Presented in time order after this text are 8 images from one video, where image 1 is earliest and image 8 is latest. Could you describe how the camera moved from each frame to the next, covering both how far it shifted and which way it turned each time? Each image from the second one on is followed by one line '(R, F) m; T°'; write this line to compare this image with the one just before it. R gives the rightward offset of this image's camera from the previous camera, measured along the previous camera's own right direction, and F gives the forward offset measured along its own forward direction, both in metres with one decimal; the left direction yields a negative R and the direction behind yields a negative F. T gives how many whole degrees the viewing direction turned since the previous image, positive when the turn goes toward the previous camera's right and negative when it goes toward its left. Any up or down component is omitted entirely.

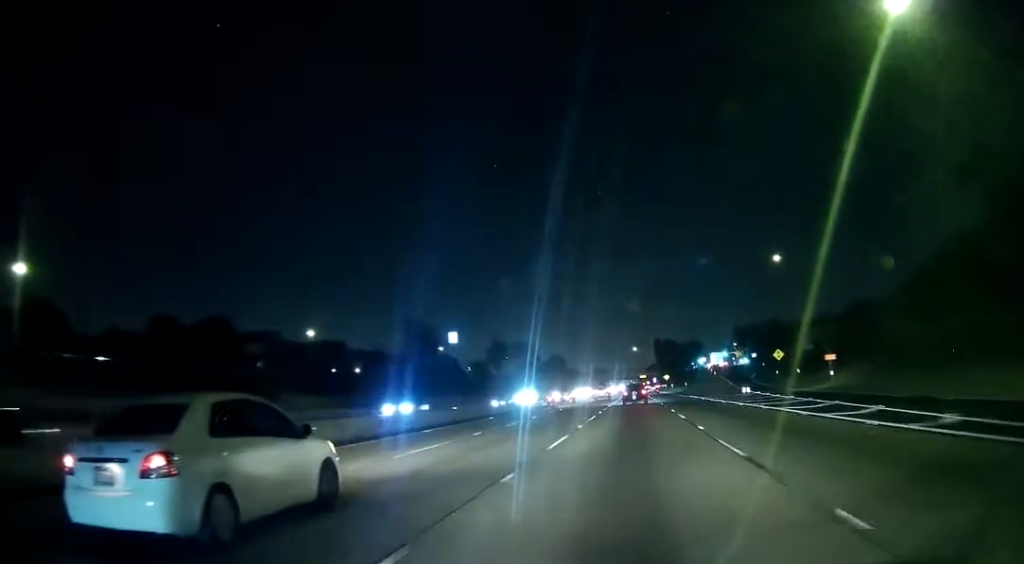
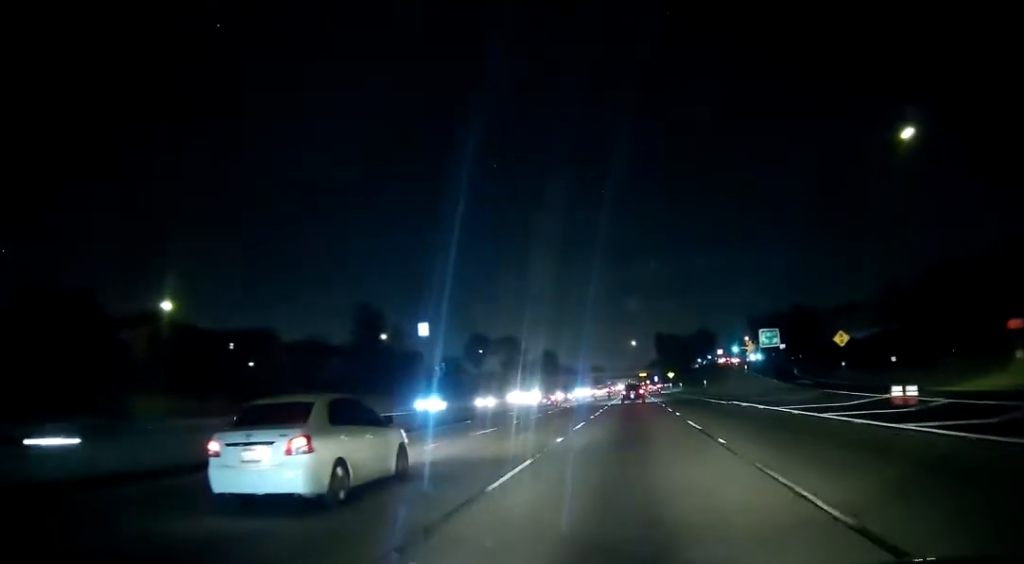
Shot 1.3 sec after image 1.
(+0.5, +35.9) m; +1°
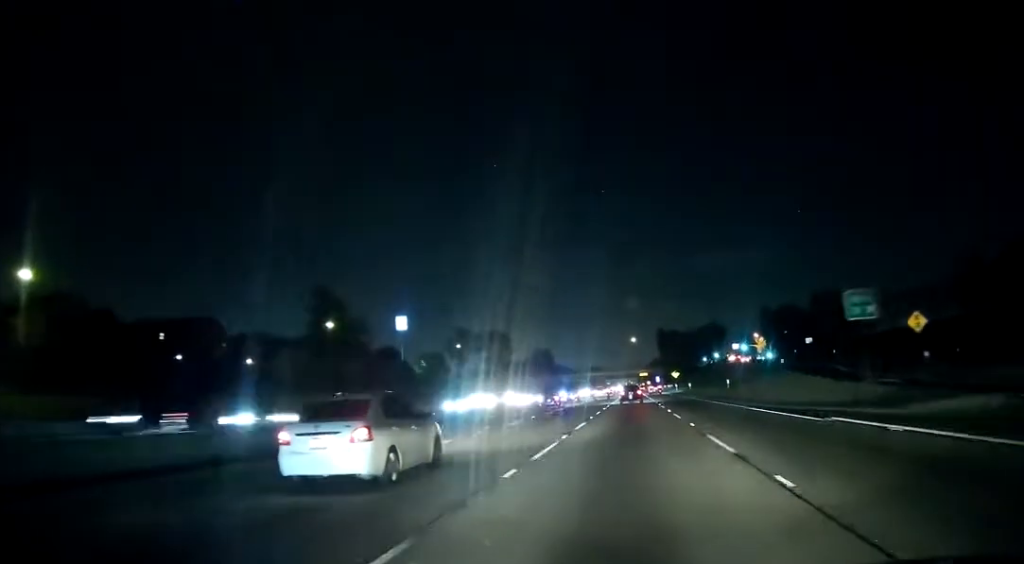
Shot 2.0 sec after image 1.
(+0.2, +21.7) m; 0°
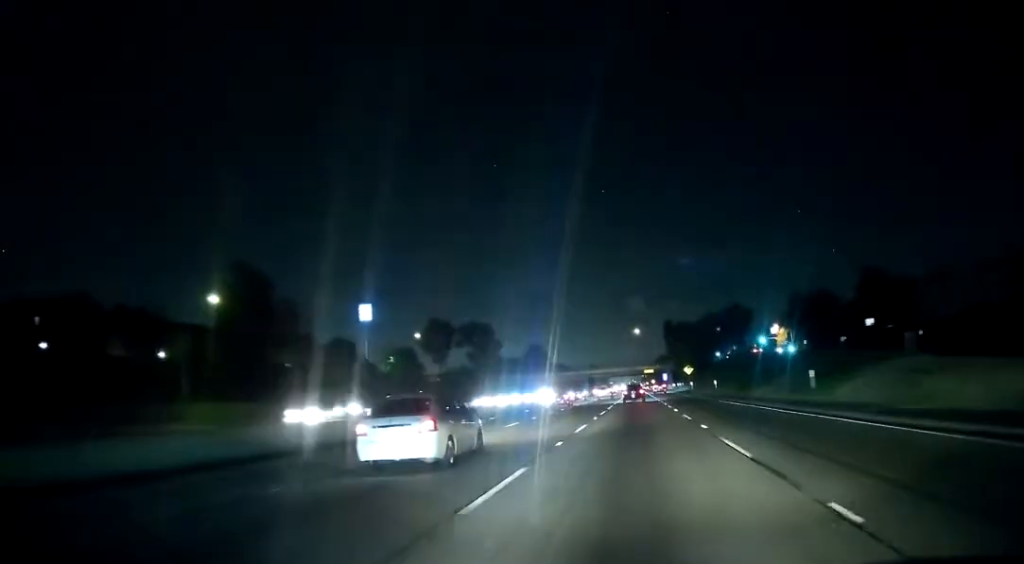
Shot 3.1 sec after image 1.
(-0.6, +31.2) m; -1°
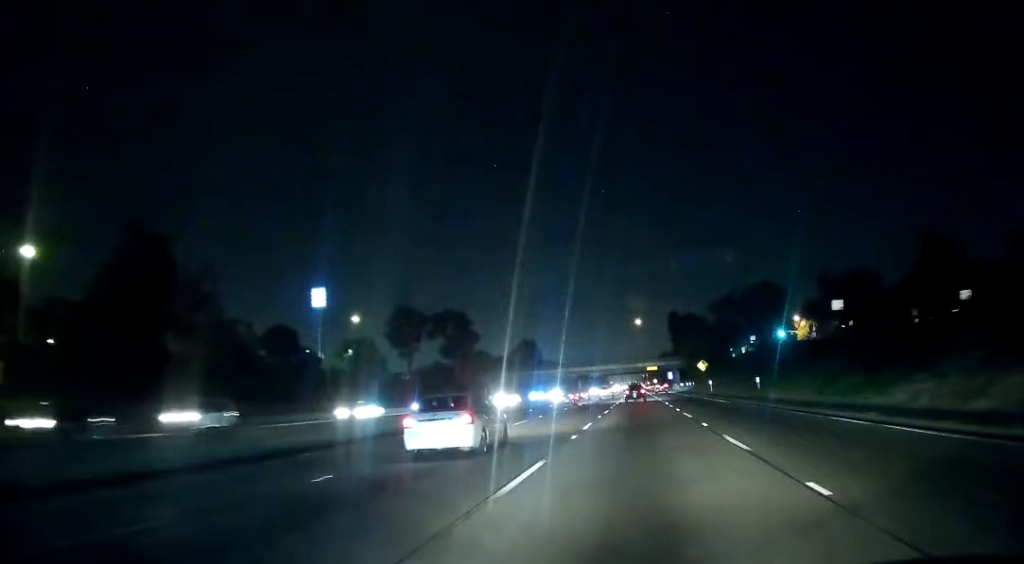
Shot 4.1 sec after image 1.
(0.0, +28.4) m; 0°
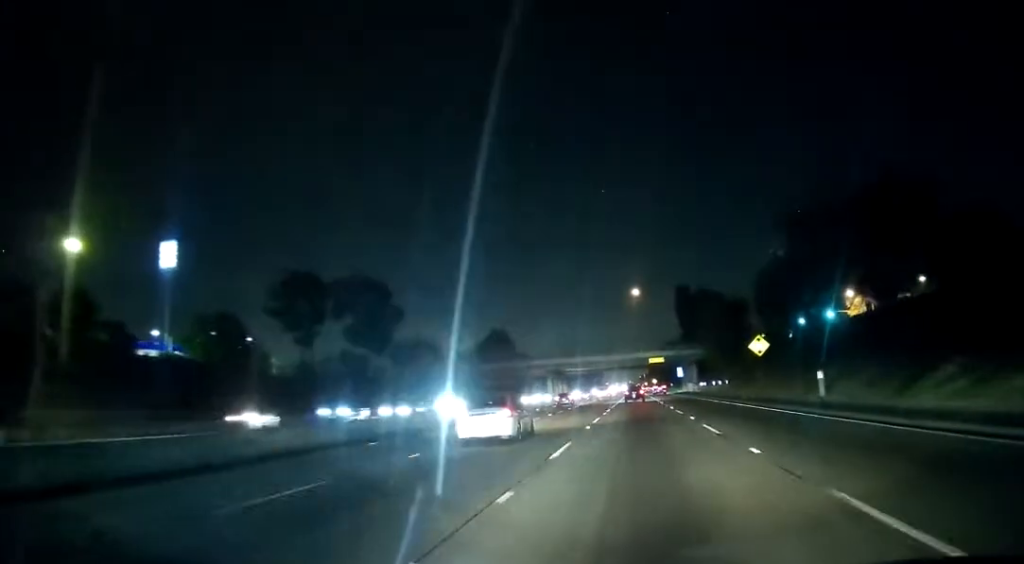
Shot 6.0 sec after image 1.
(0.0, +54.2) m; 0°
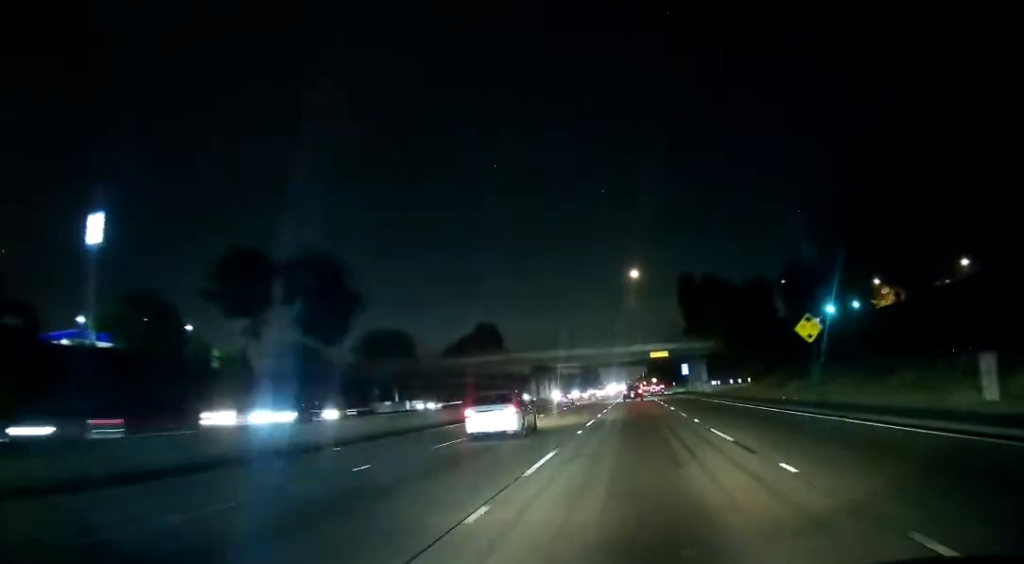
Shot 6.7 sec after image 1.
(0.0, +18.2) m; 0°
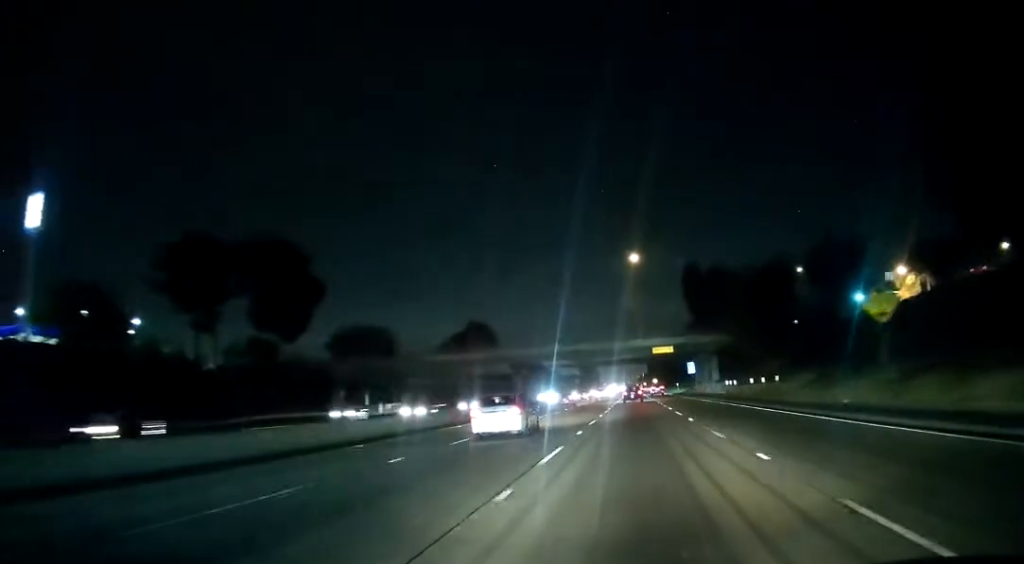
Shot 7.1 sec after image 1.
(0.0, +12.5) m; 0°
